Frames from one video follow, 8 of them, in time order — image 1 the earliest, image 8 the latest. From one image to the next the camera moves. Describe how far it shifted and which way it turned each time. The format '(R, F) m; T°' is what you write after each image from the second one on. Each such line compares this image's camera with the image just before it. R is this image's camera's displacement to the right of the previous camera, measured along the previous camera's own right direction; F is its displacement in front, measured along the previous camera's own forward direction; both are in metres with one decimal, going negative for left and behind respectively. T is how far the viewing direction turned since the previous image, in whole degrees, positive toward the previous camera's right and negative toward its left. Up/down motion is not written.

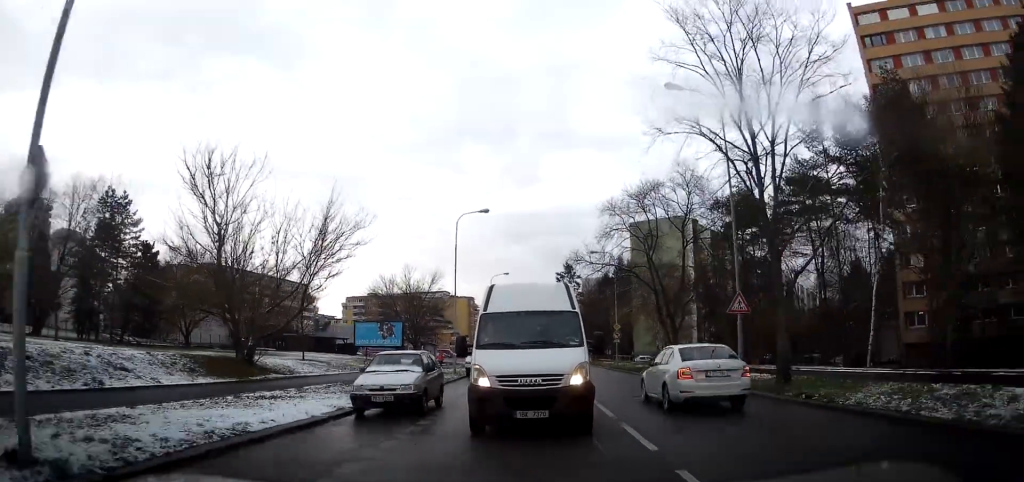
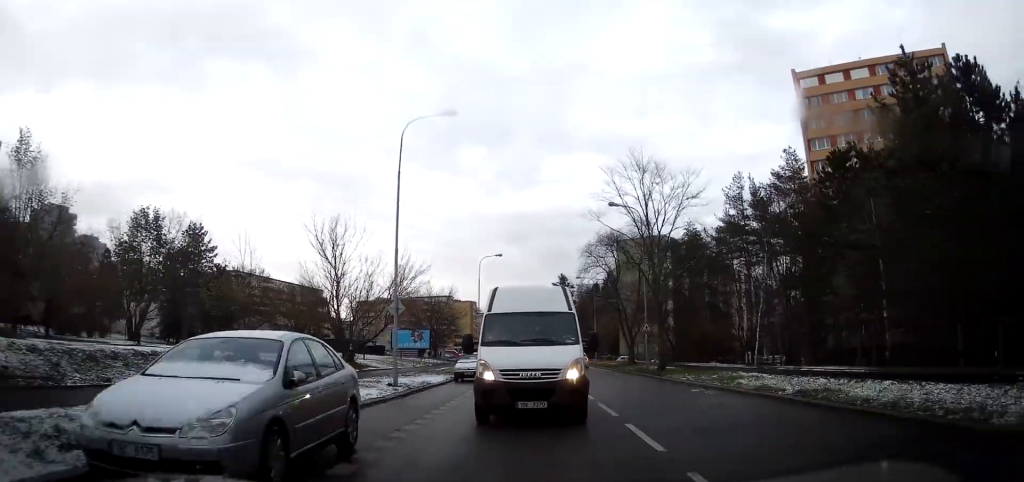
(+0.3, +17.7) m; 0°
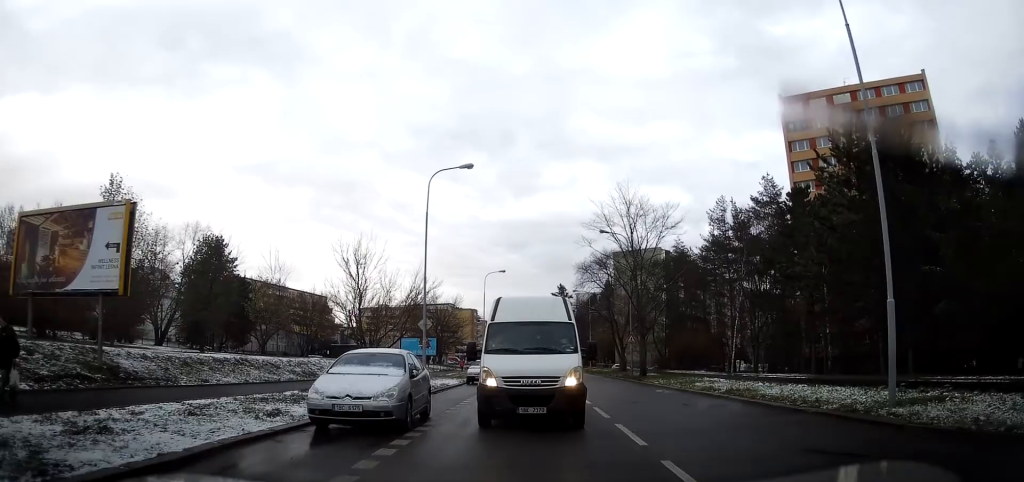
(-0.1, +5.8) m; -1°
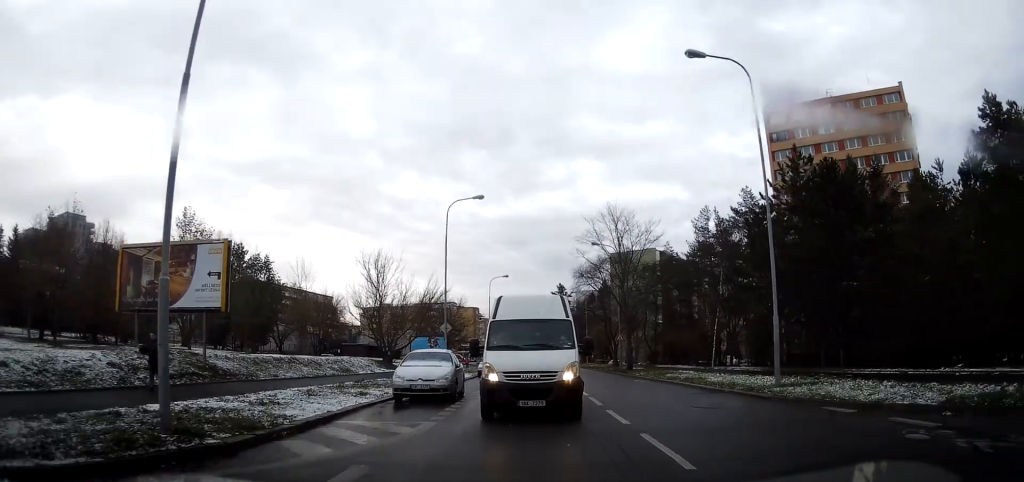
(0.0, +6.3) m; 0°
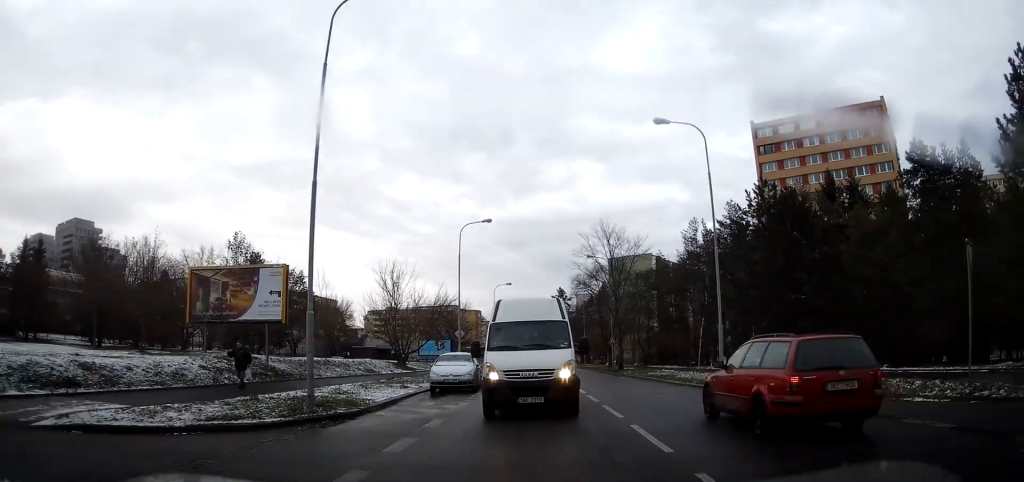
(0.0, +5.6) m; 0°
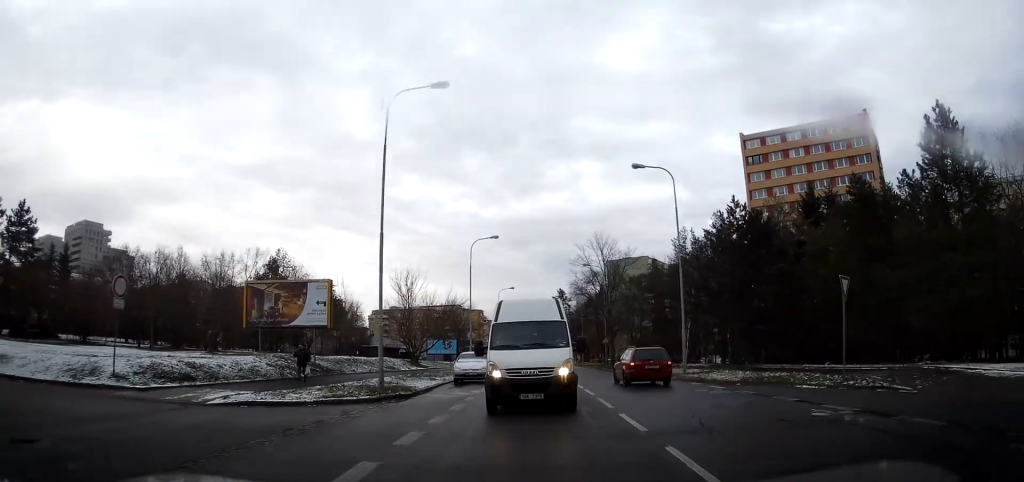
(0.0, +6.6) m; 0°
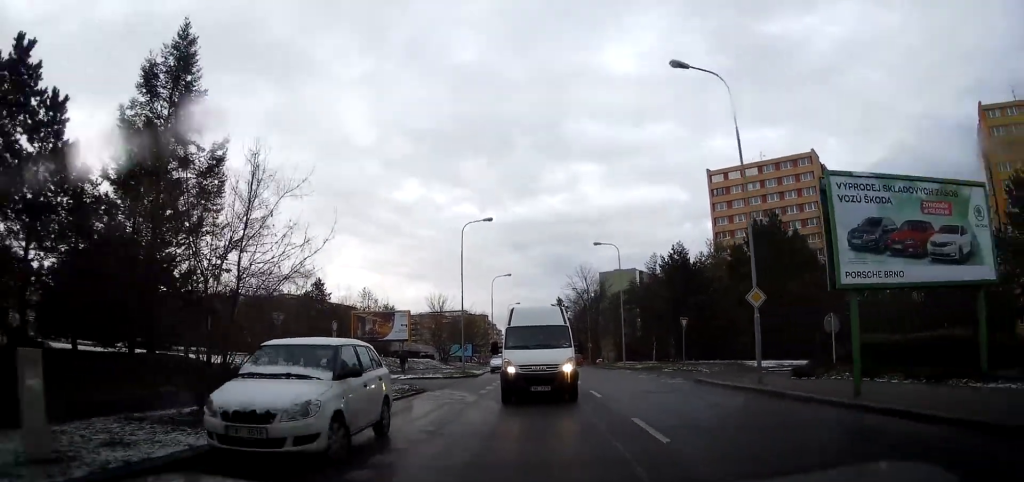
(-0.2, +21.4) m; -1°
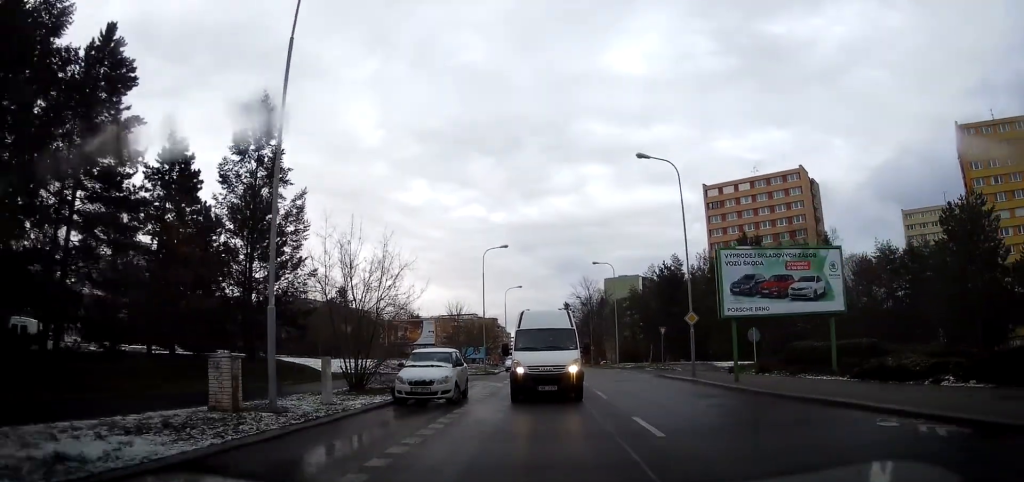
(-0.1, +9.6) m; 0°
